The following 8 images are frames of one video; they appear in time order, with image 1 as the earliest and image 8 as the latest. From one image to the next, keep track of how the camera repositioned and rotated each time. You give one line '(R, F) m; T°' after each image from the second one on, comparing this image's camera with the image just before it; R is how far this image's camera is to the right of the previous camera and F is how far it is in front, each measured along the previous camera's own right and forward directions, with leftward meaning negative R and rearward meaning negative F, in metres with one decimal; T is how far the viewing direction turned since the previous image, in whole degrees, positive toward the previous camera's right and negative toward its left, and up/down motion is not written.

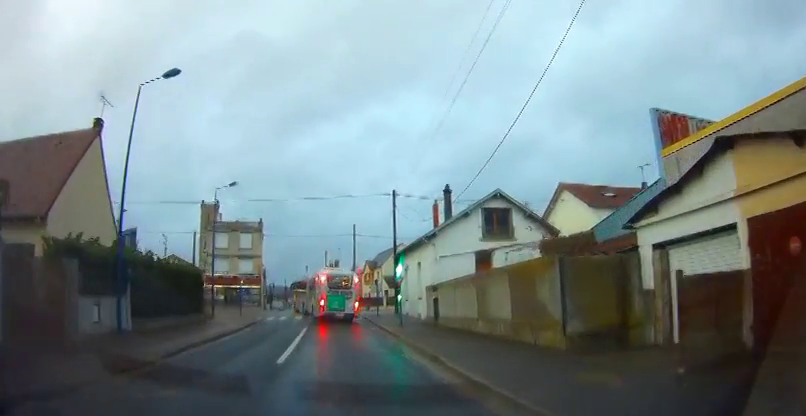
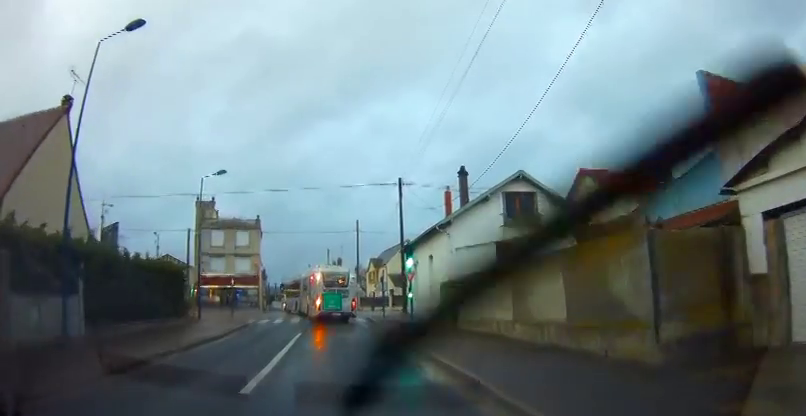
(+0.1, +3.0) m; +2°
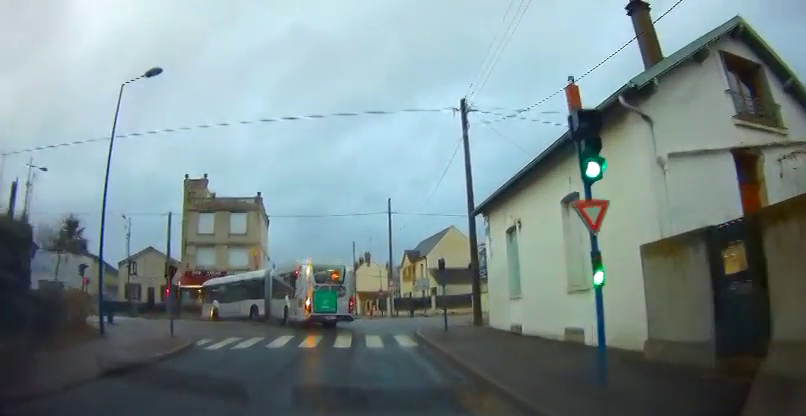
(-0.6, +14.3) m; -5°
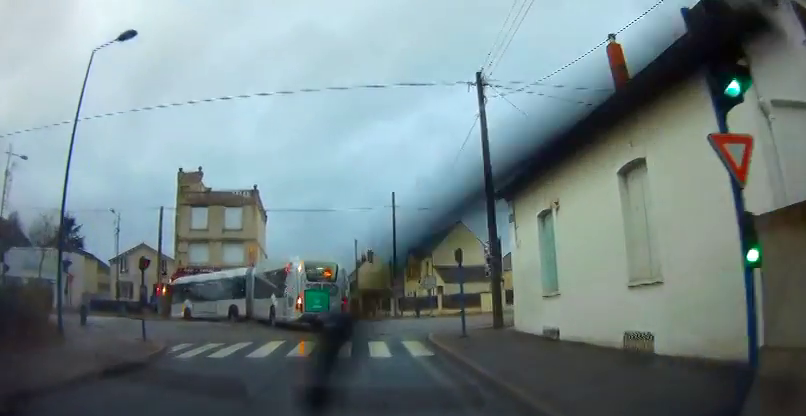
(-0.1, +2.9) m; 0°
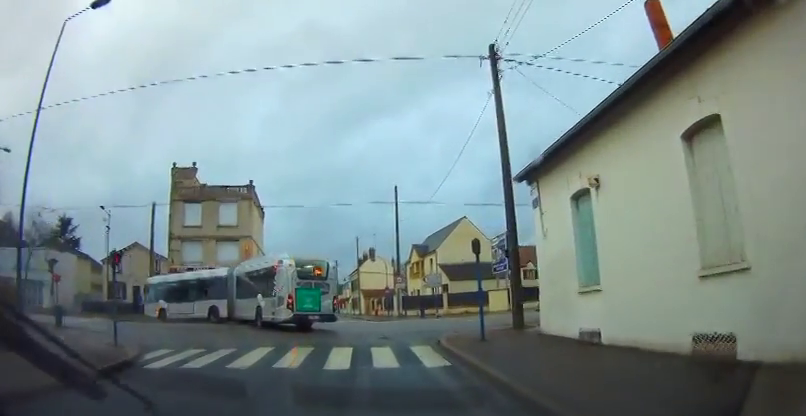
(0.0, +2.1) m; 0°
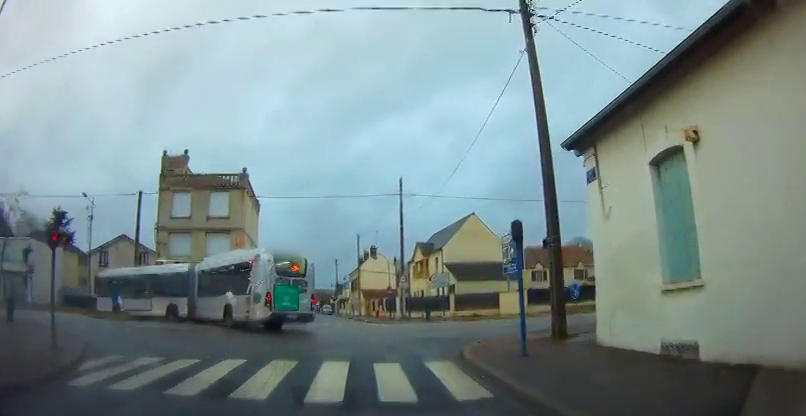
(0.0, +3.4) m; 0°
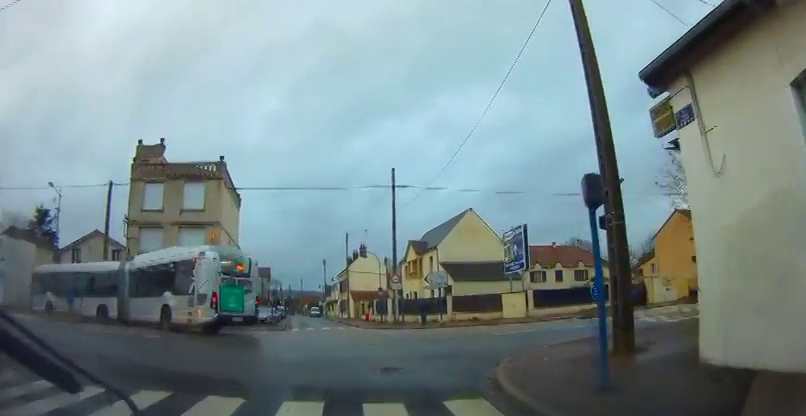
(0.0, +3.9) m; -1°
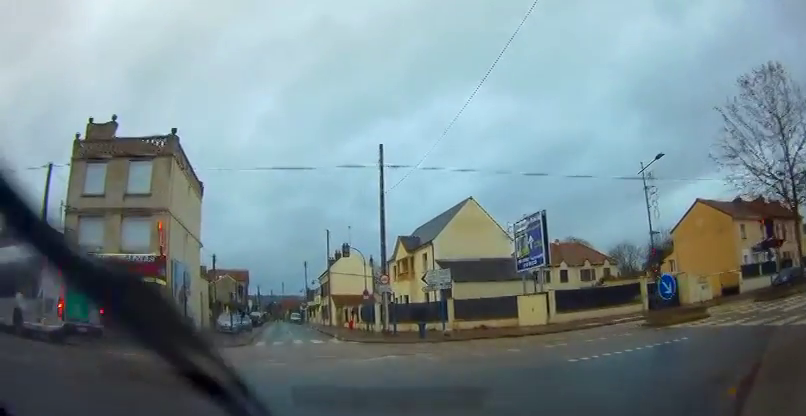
(0.0, +7.2) m; 0°
